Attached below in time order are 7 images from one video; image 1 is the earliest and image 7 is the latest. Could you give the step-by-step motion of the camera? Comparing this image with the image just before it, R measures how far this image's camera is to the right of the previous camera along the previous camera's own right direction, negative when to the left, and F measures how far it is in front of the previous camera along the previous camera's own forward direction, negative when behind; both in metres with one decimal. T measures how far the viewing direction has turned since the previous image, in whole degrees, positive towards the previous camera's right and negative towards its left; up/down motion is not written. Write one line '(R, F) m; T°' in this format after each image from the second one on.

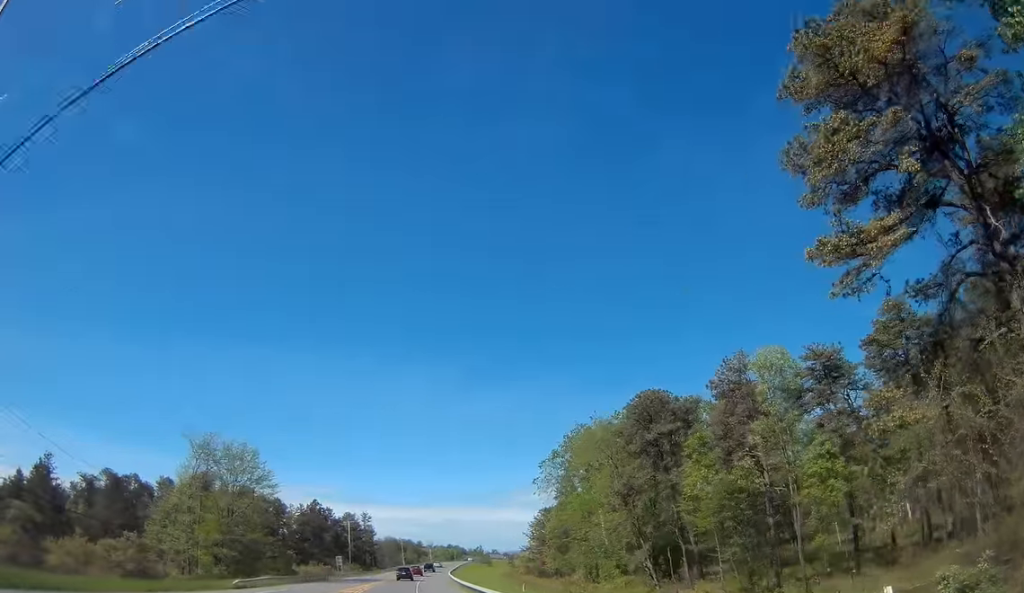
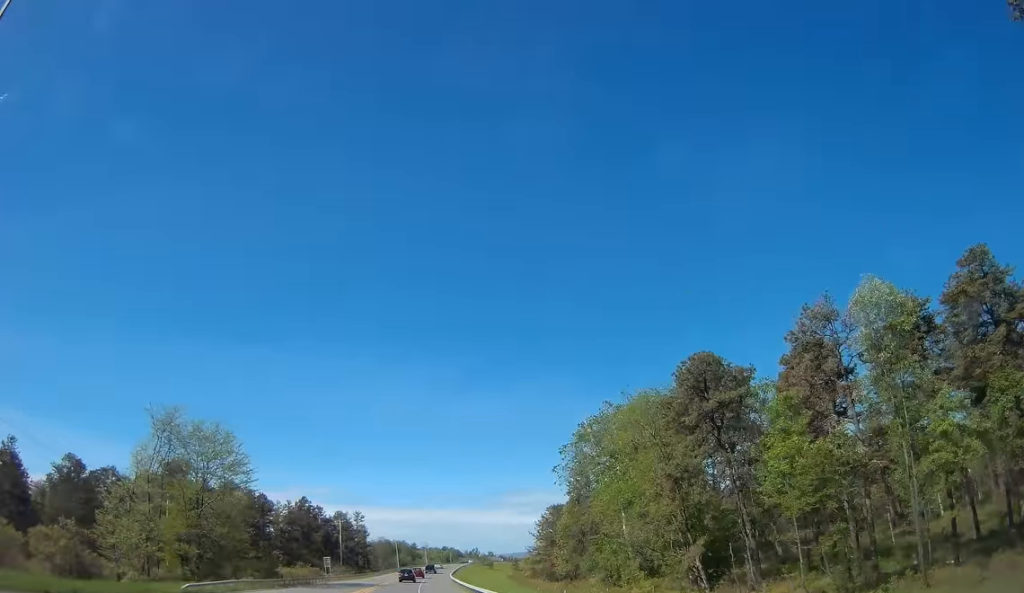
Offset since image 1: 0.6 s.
(+0.2, +10.5) m; +1°
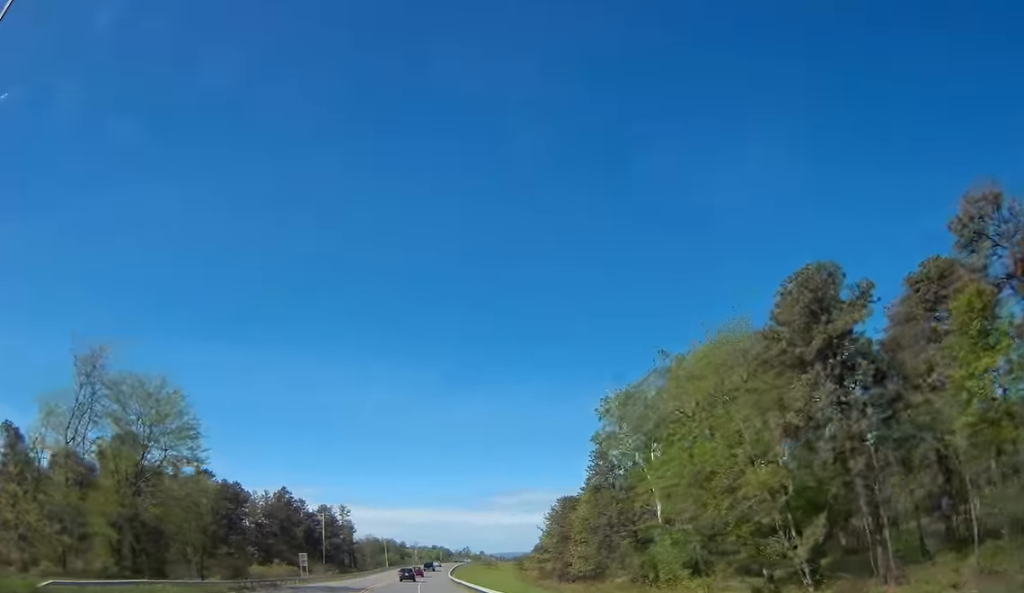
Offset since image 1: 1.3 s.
(0.0, +14.4) m; +1°
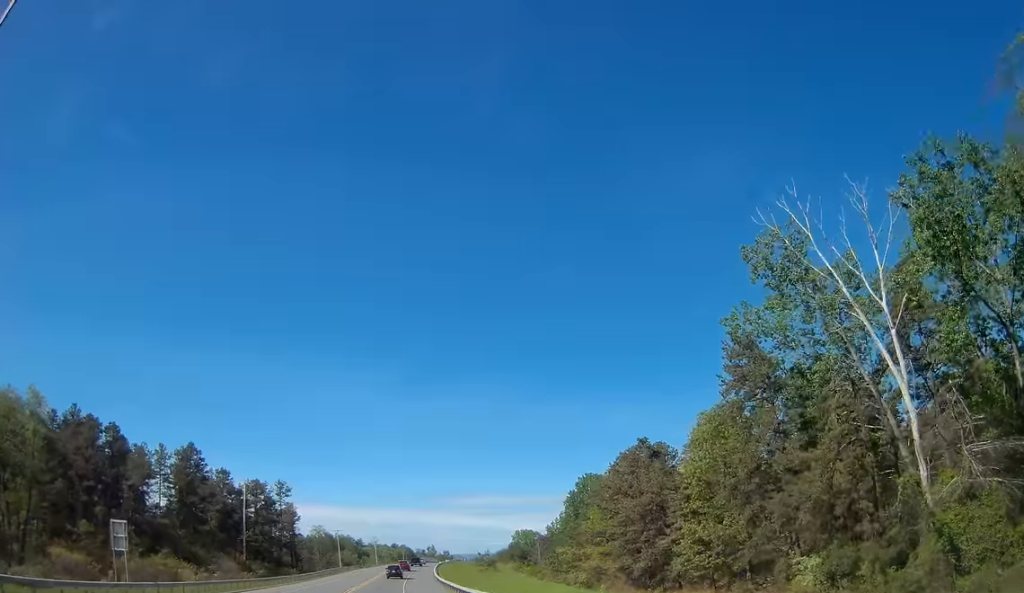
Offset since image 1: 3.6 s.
(+1.4, +42.6) m; +2°
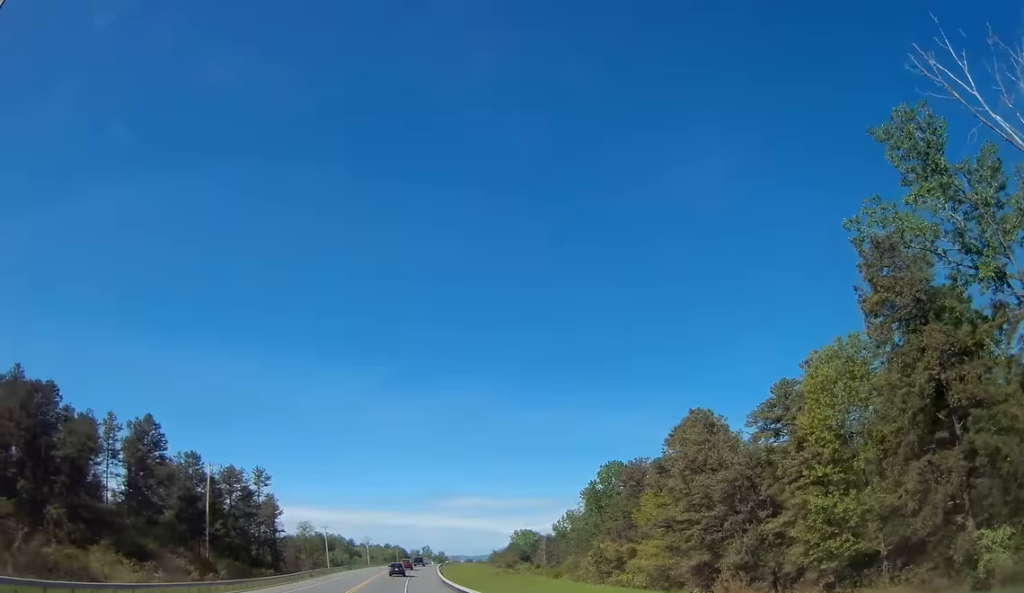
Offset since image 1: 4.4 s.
(0.0, +15.5) m; +1°
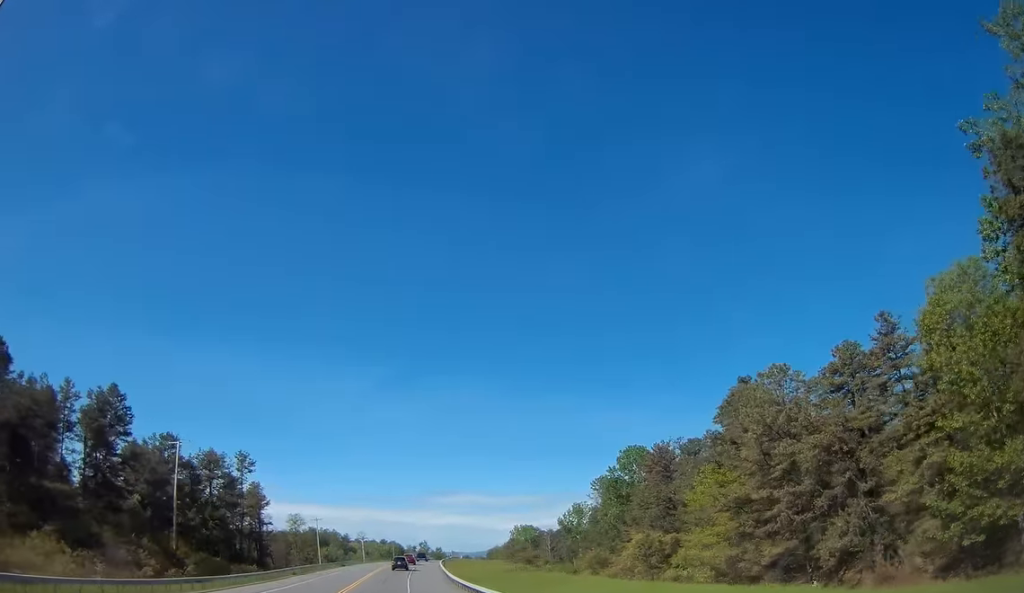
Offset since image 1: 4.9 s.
(+0.1, +10.3) m; +1°
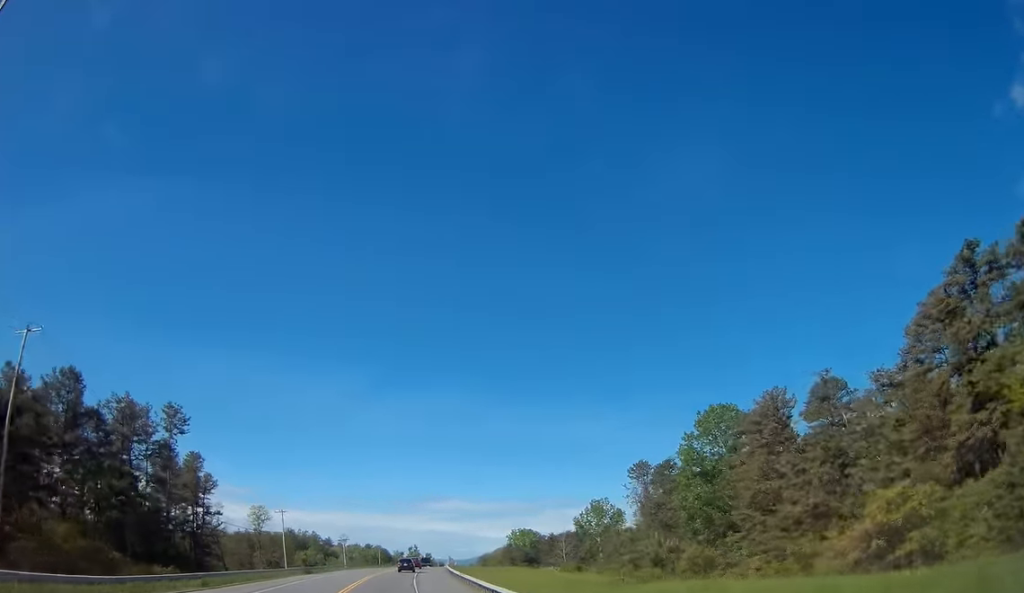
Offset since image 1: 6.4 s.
(+0.6, +28.6) m; +2°
